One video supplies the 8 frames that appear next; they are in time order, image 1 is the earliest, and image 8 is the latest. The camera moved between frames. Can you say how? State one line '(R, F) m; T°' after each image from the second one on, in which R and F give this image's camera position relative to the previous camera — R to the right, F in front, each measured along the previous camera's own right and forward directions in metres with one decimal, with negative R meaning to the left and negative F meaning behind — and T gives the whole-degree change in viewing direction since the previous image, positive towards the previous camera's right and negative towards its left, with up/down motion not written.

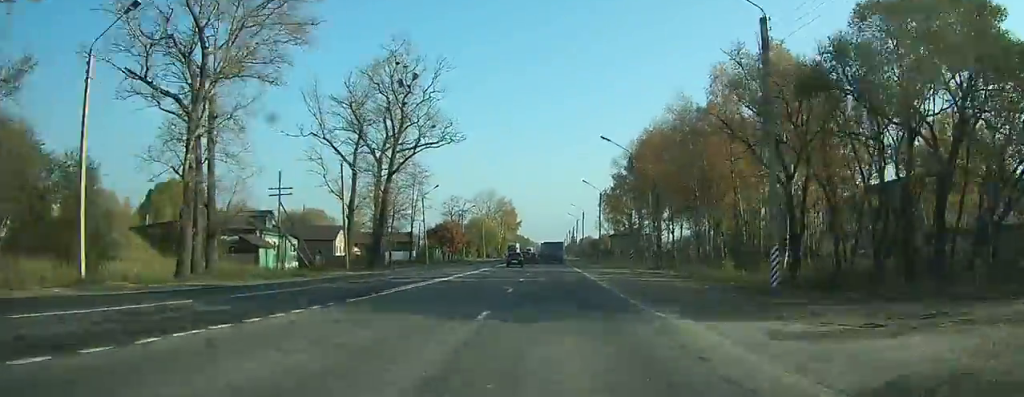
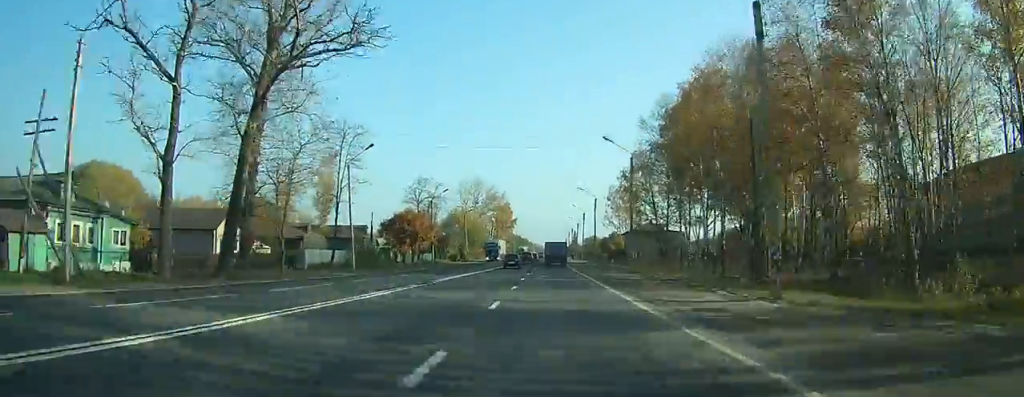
(0.0, +29.5) m; 0°
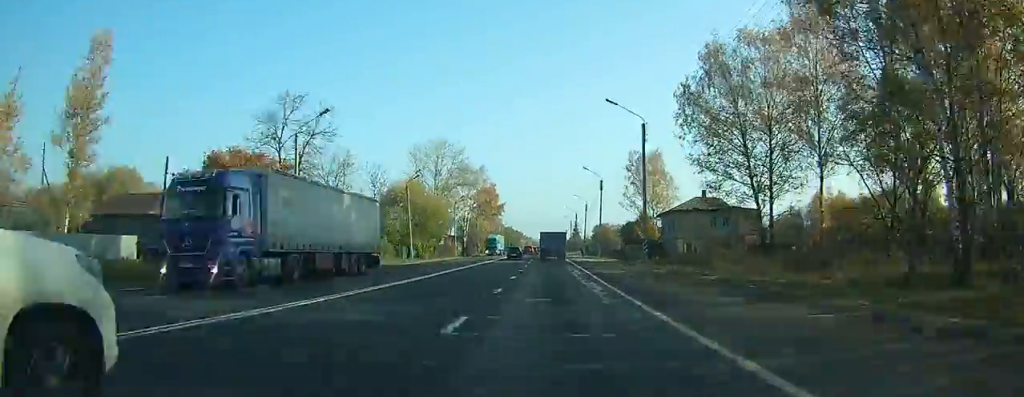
(+0.2, +46.1) m; 0°
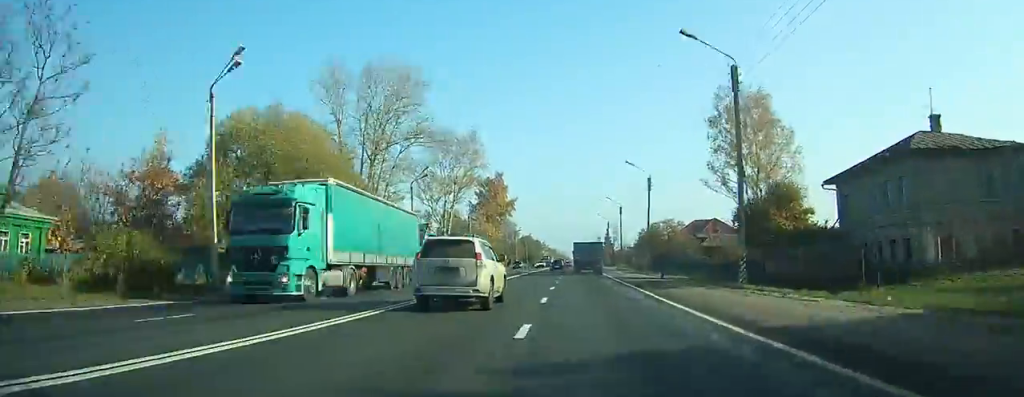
(-0.6, +48.4) m; -1°
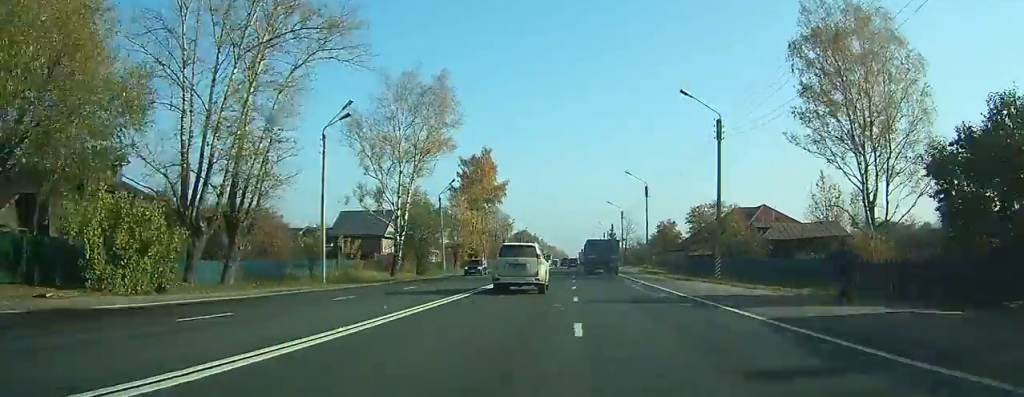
(-0.2, +23.4) m; 0°
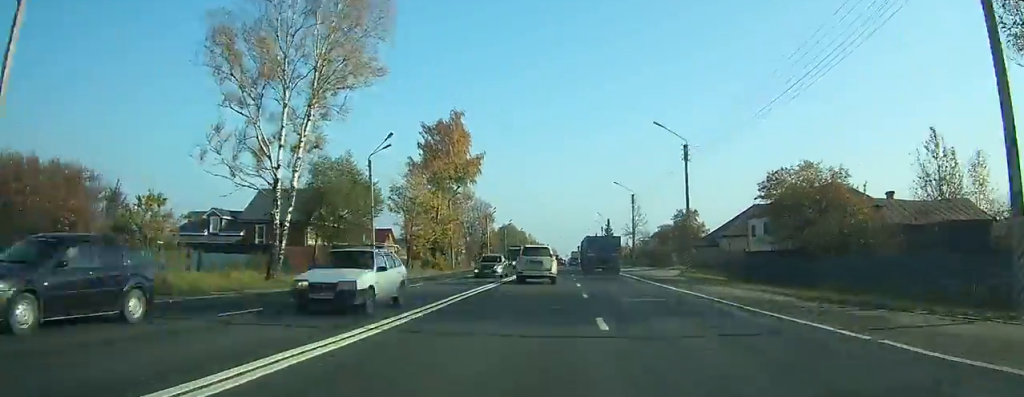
(+0.1, +22.9) m; +1°
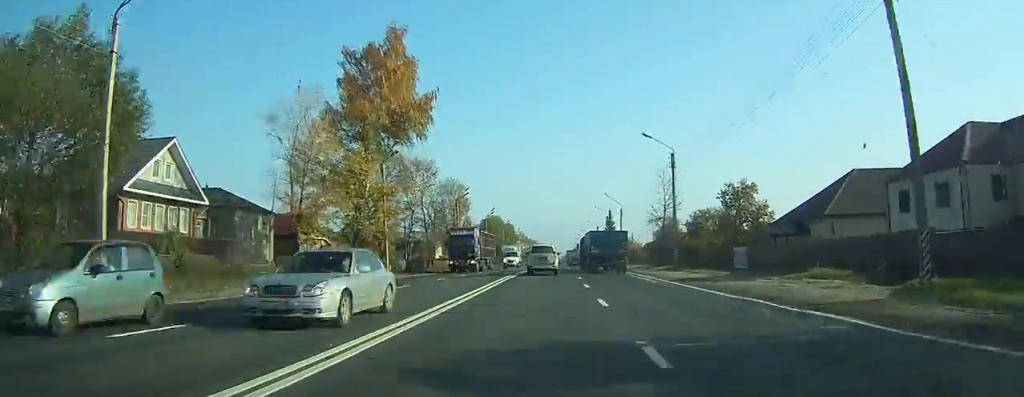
(+0.1, +27.1) m; +1°
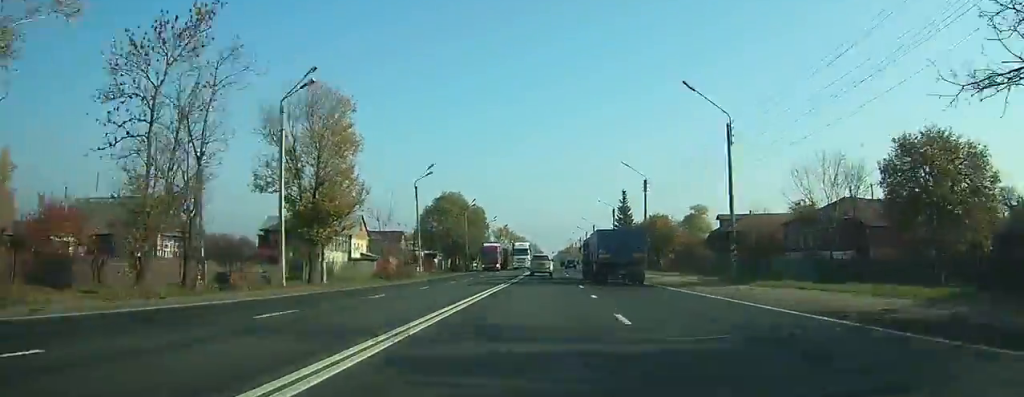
(+0.5, +50.8) m; +1°
